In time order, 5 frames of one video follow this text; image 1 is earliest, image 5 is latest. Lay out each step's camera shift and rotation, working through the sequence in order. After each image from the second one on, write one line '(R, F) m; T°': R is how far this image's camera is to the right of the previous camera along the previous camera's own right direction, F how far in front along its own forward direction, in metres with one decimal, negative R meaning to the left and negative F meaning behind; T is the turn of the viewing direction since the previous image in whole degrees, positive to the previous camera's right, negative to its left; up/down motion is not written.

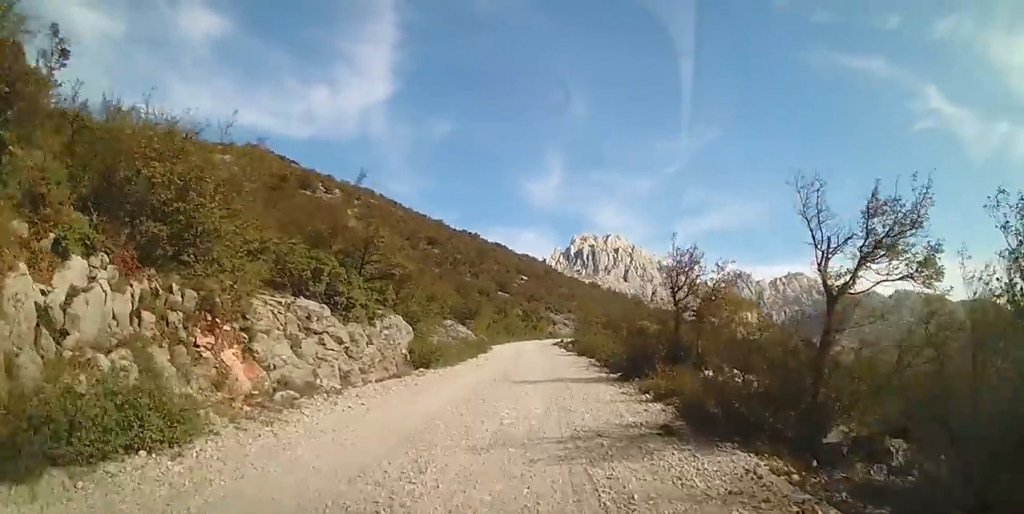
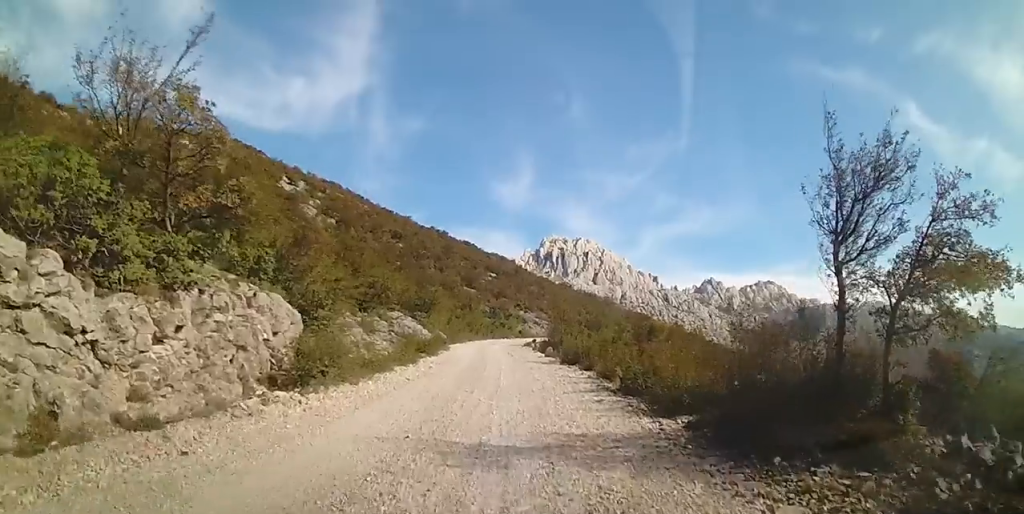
(+0.2, +8.9) m; +4°
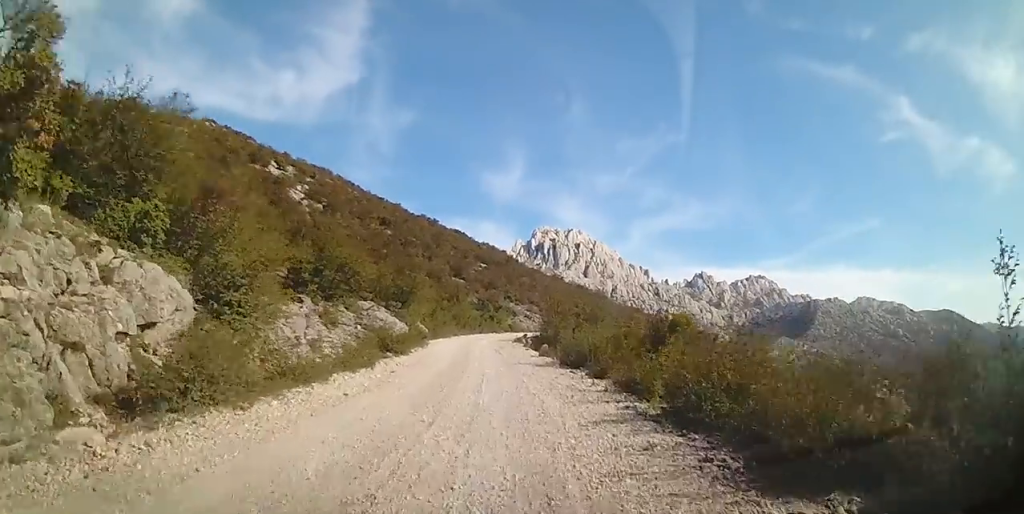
(+0.1, +4.4) m; +2°
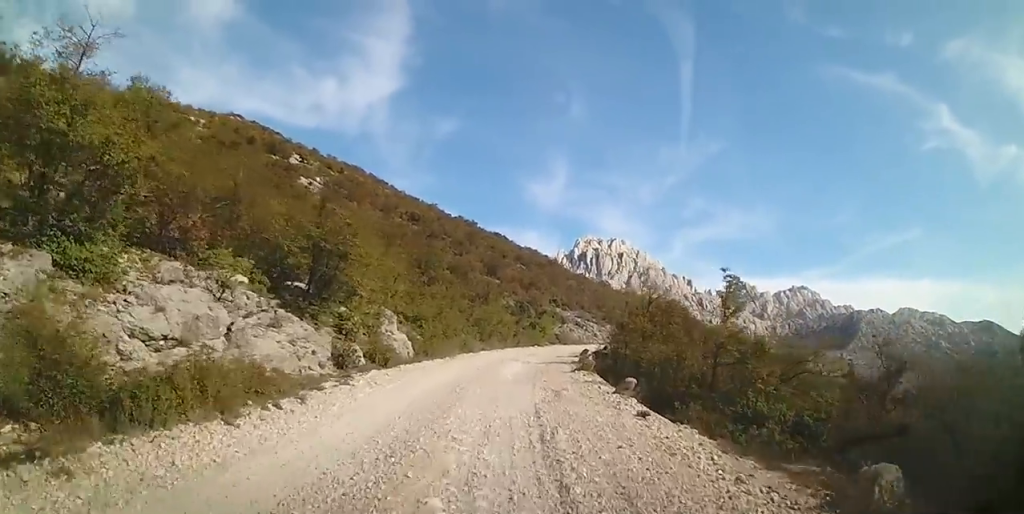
(-1.0, +19.9) m; -8°
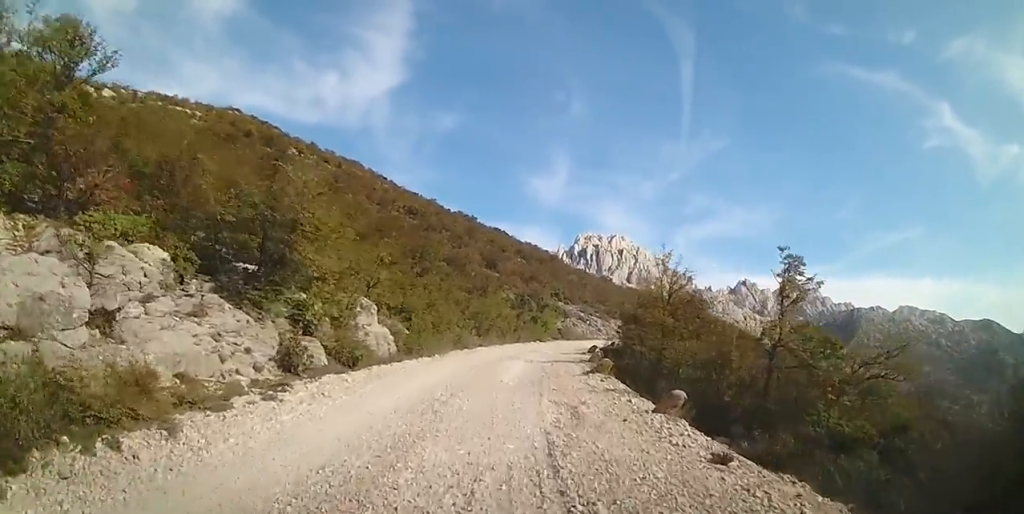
(-0.1, +3.3) m; 0°
